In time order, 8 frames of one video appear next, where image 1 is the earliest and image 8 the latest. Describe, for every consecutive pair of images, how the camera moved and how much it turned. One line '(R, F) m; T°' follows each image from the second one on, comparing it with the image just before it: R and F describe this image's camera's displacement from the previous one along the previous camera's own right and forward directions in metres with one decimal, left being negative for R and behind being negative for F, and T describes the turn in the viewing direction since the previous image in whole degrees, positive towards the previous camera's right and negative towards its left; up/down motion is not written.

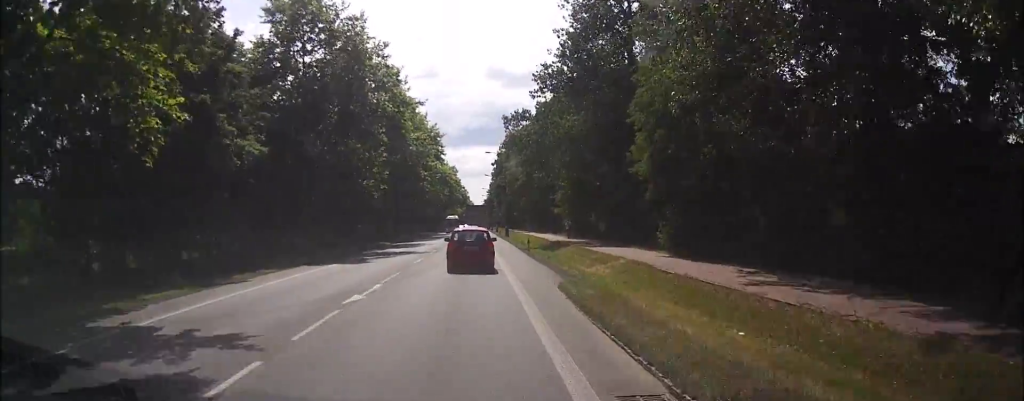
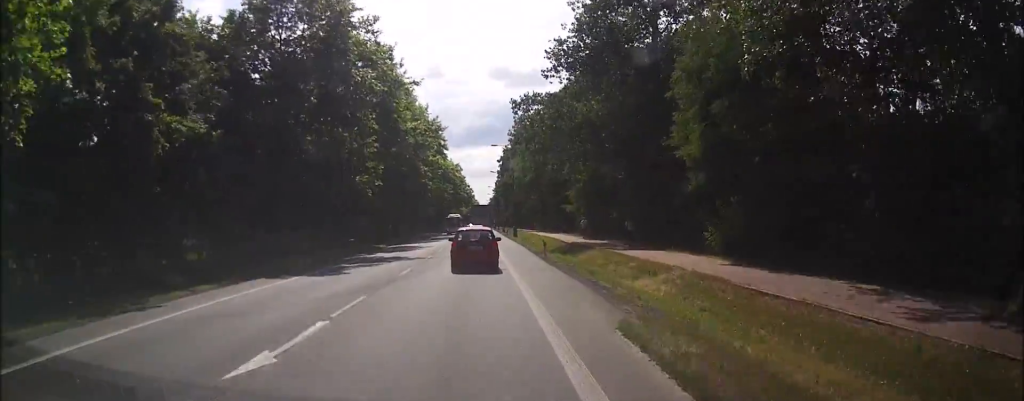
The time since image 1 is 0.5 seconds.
(-0.1, +6.5) m; +1°
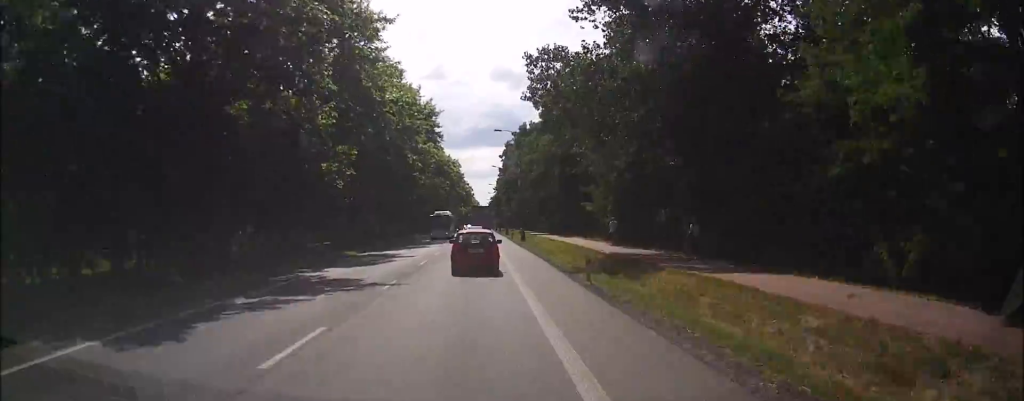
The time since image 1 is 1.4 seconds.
(+0.4, +12.9) m; +2°
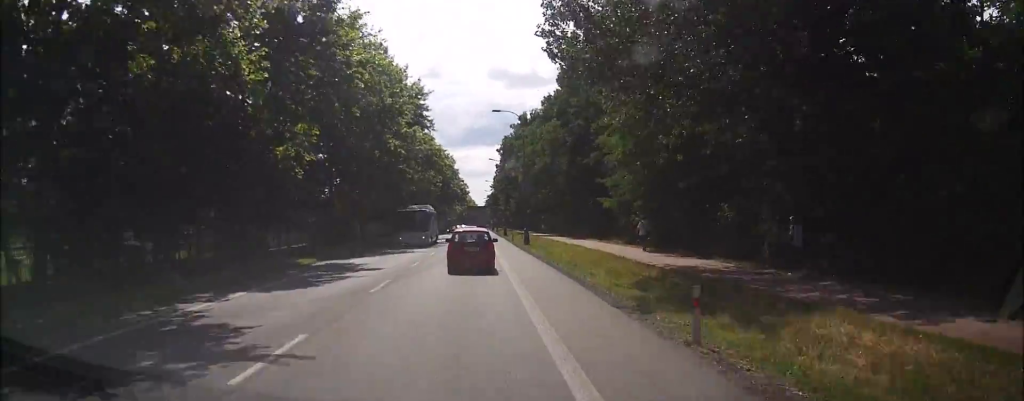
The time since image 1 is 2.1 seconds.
(0.0, +10.0) m; +1°
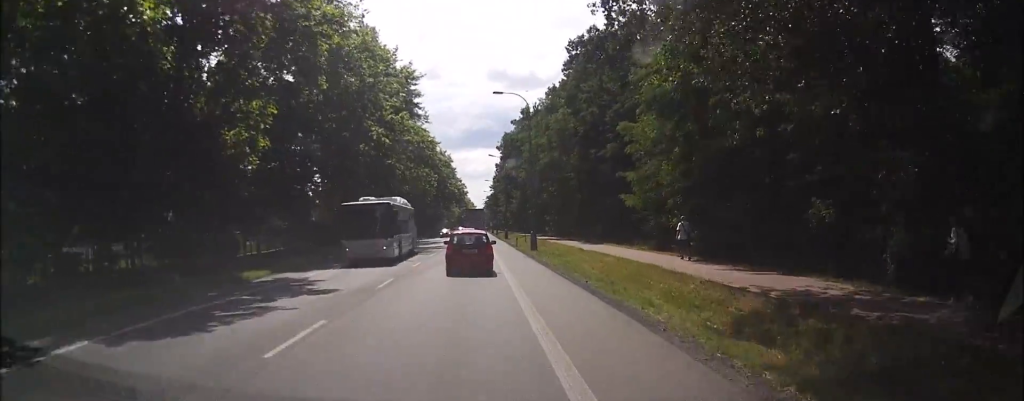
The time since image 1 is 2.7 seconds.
(0.0, +7.7) m; 0°
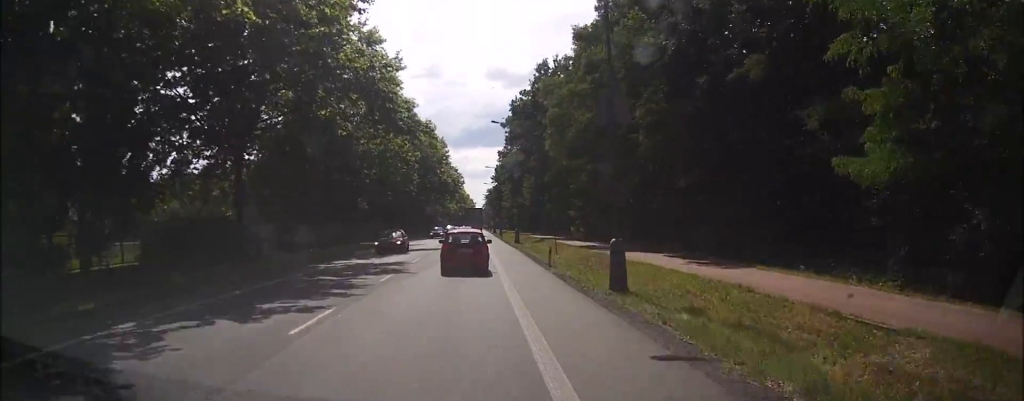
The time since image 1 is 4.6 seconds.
(+0.2, +25.0) m; 0°
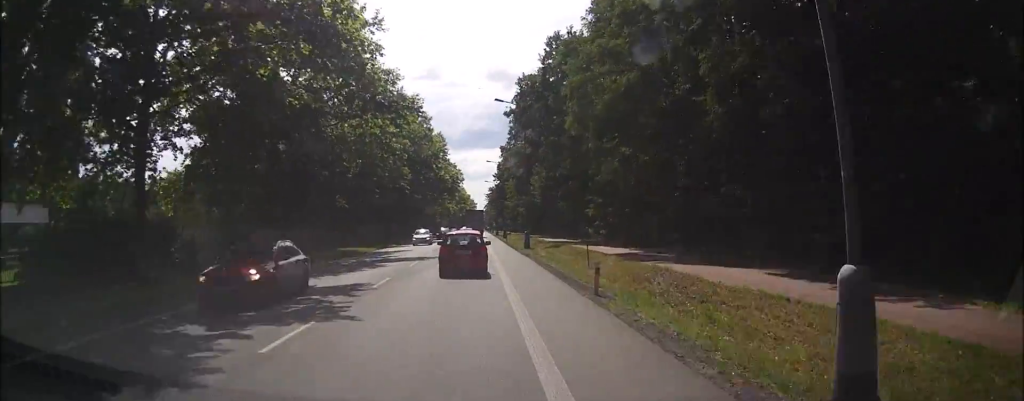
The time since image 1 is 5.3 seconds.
(-0.1, +9.8) m; 0°
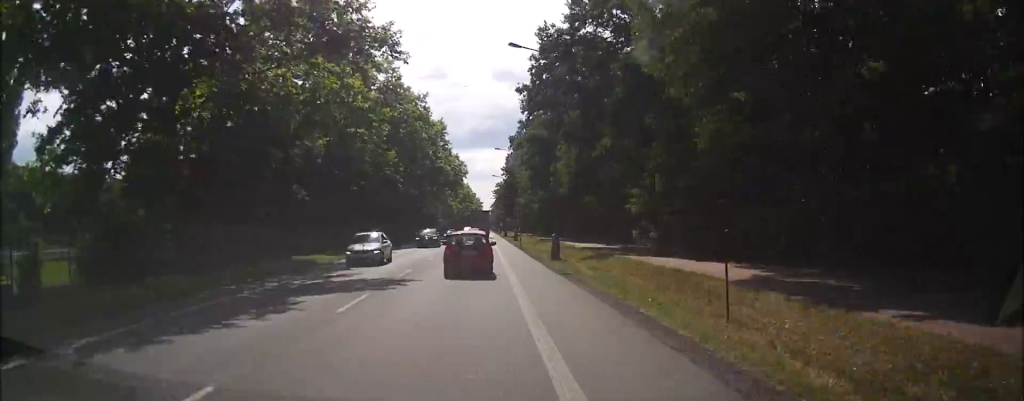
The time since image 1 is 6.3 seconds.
(0.0, +13.5) m; 0°
